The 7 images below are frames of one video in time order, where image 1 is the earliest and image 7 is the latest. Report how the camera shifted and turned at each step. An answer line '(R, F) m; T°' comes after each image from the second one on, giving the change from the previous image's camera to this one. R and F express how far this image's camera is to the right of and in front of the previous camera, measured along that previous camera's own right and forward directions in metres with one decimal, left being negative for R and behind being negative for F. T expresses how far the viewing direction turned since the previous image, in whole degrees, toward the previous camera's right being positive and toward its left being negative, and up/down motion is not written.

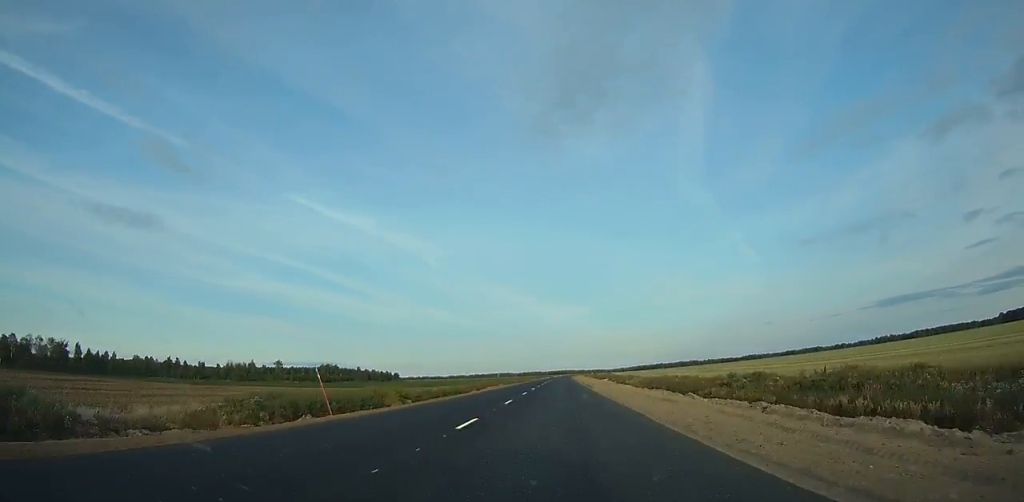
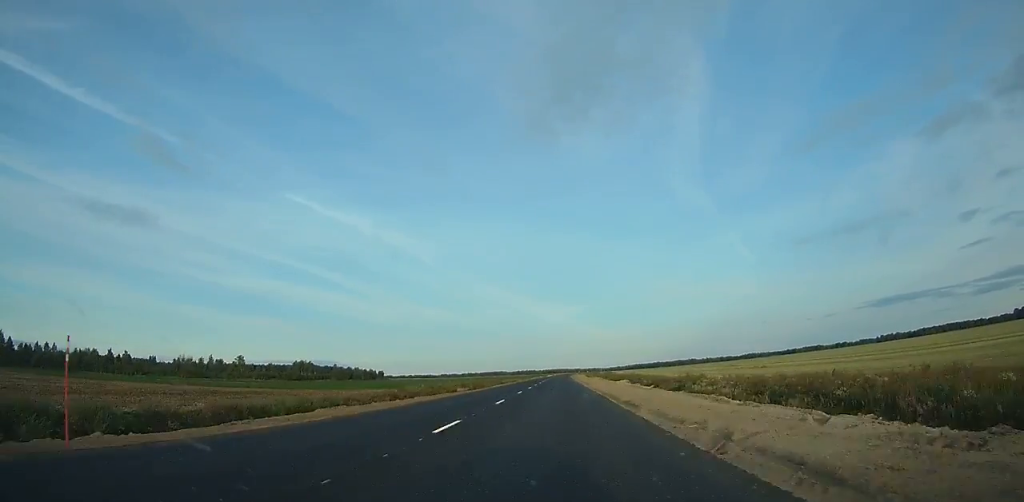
(+0.2, +60.9) m; 0°
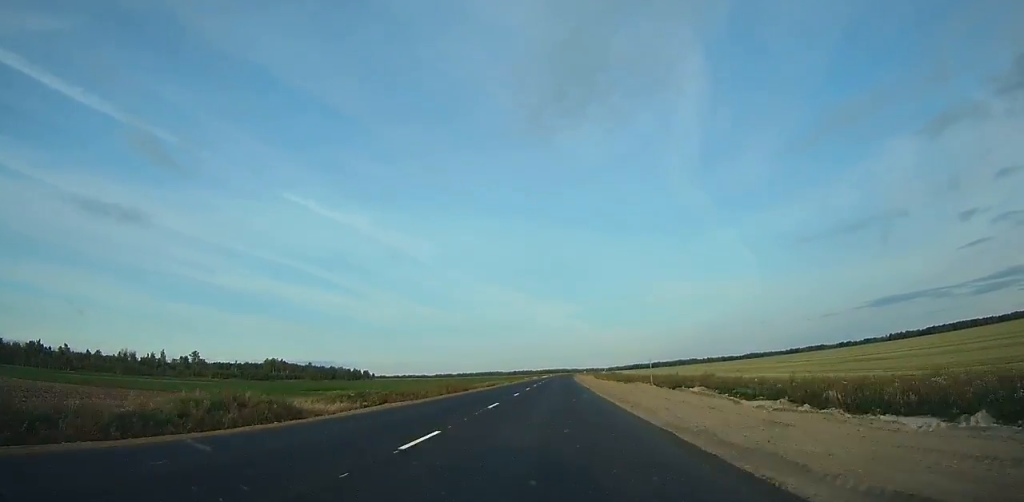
(+0.4, +65.3) m; 0°
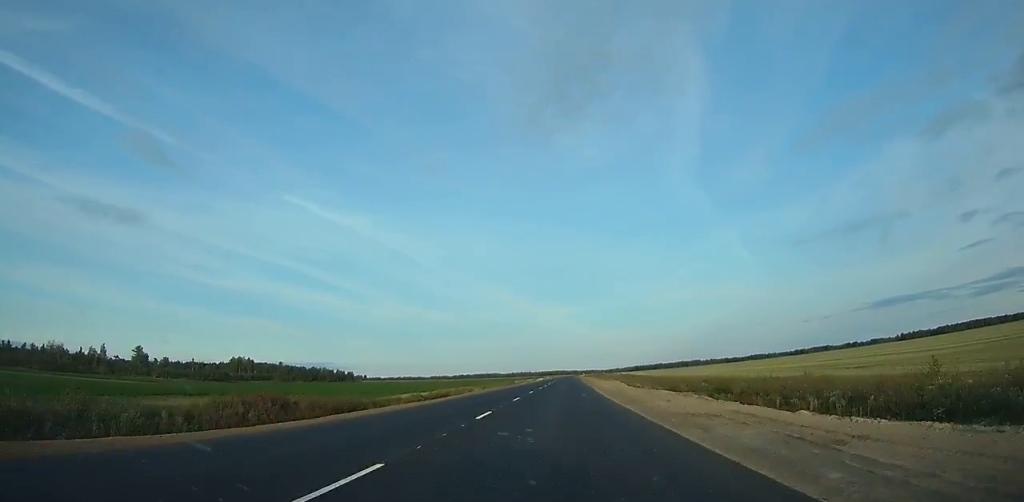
(+0.2, +69.1) m; 0°
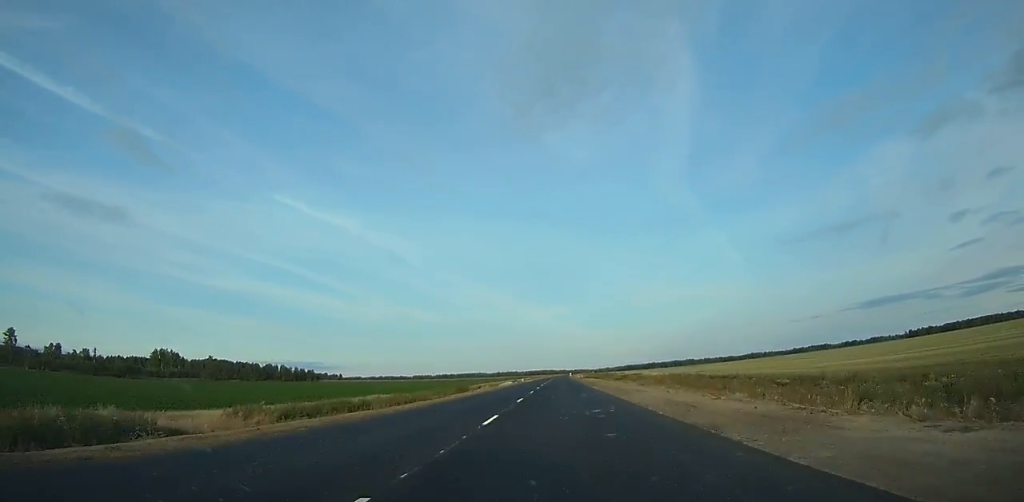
(+0.5, +103.1) m; +1°
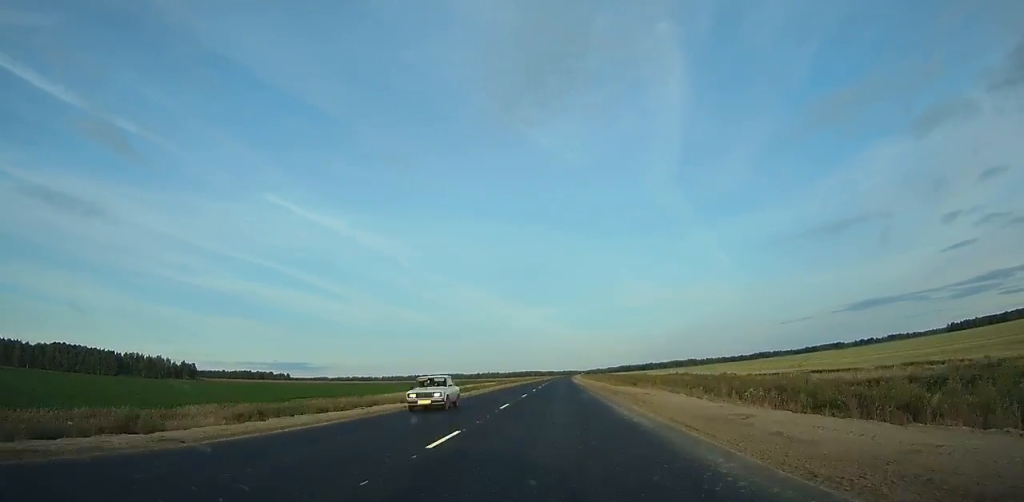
(+3.0, +238.3) m; +1°
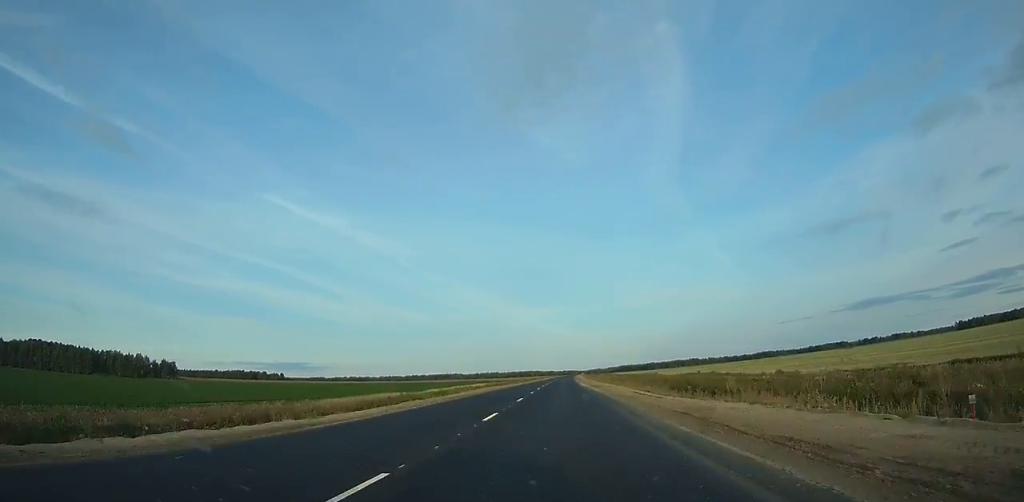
(0.0, +29.8) m; 0°
